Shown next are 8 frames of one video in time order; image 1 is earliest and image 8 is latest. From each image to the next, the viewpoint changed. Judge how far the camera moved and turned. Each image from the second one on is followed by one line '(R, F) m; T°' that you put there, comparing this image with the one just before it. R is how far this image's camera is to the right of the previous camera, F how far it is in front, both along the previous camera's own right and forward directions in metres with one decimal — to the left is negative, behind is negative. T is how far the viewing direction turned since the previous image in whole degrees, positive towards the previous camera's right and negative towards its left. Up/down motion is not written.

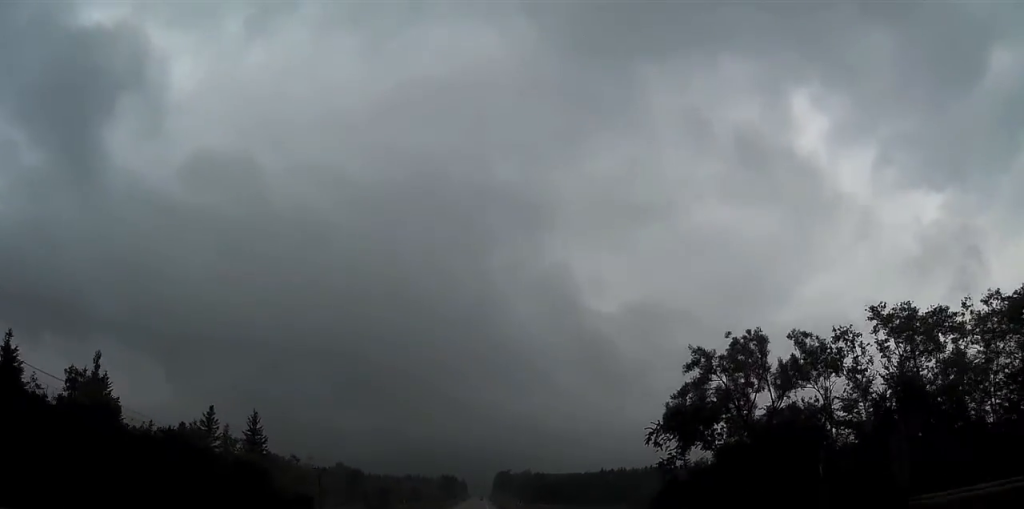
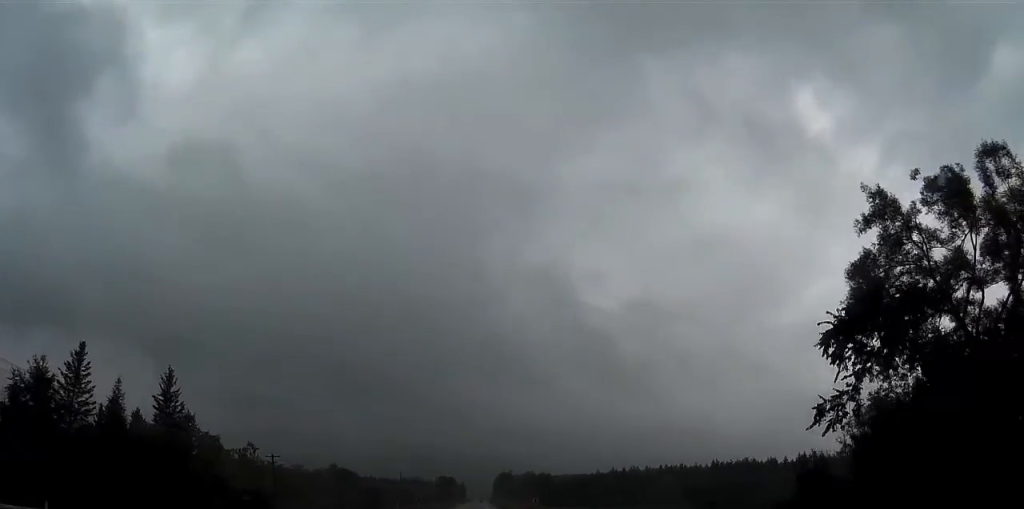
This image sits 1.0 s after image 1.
(+0.7, +25.6) m; +1°
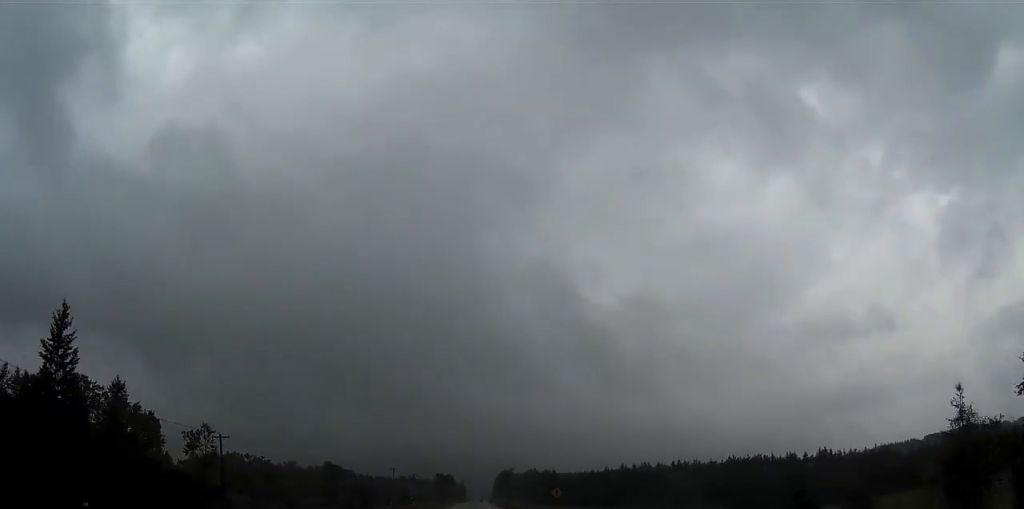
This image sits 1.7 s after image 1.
(-0.1, +18.7) m; 0°
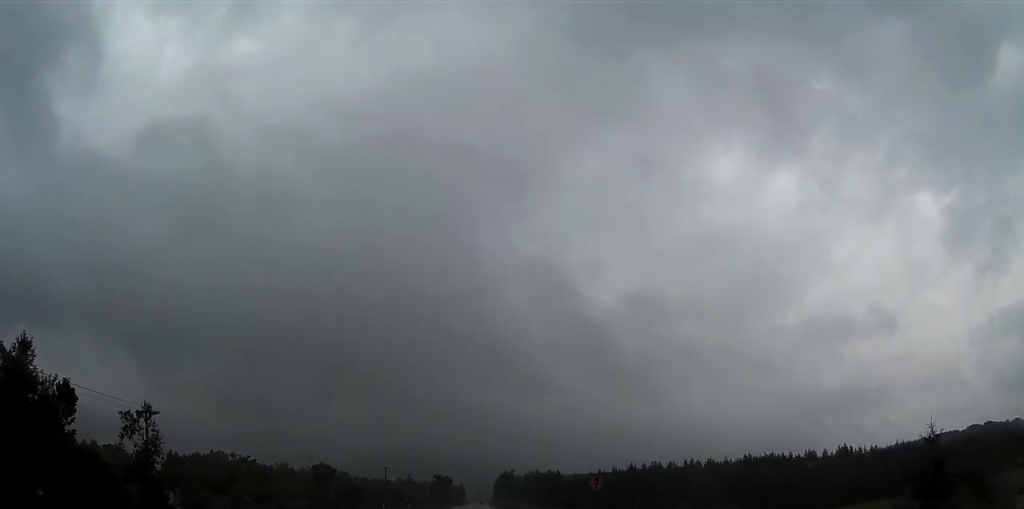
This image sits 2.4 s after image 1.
(0.0, +17.0) m; 0°
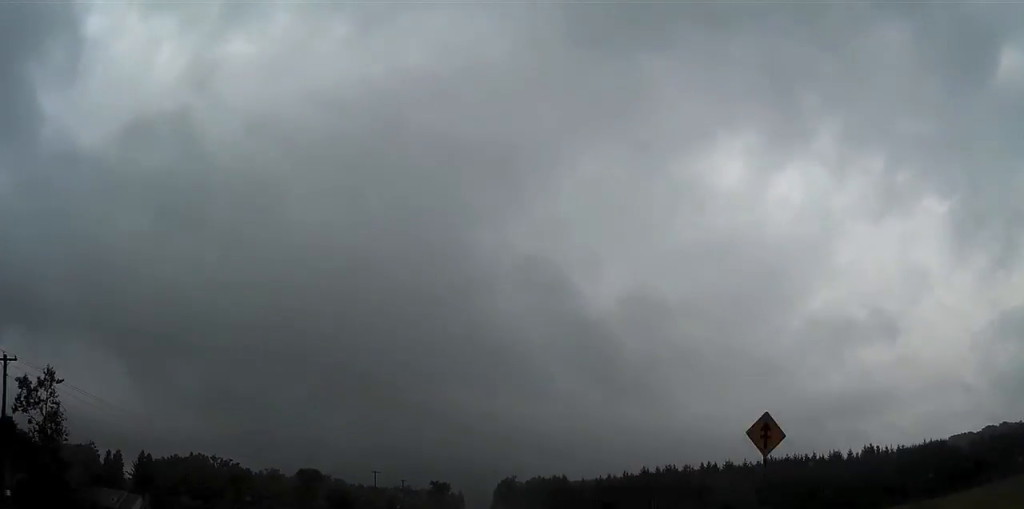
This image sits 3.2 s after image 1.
(0.0, +19.5) m; 0°
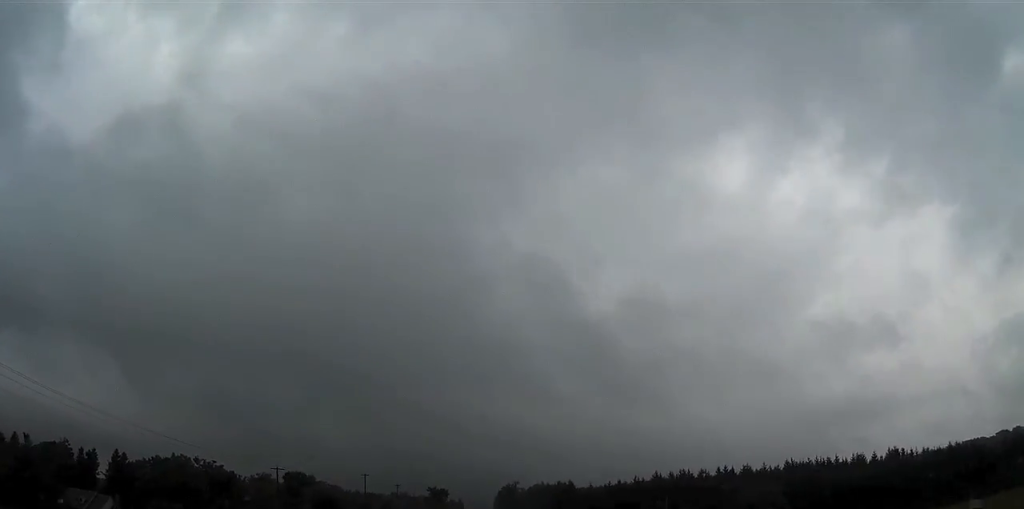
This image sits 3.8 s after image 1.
(-0.1, +16.1) m; 0°
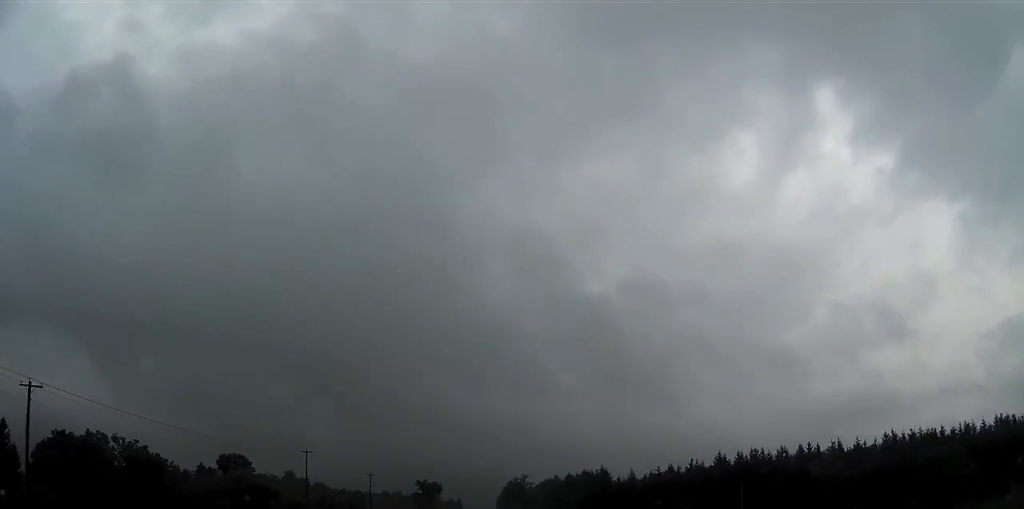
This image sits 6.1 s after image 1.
(+0.2, +57.5) m; 0°
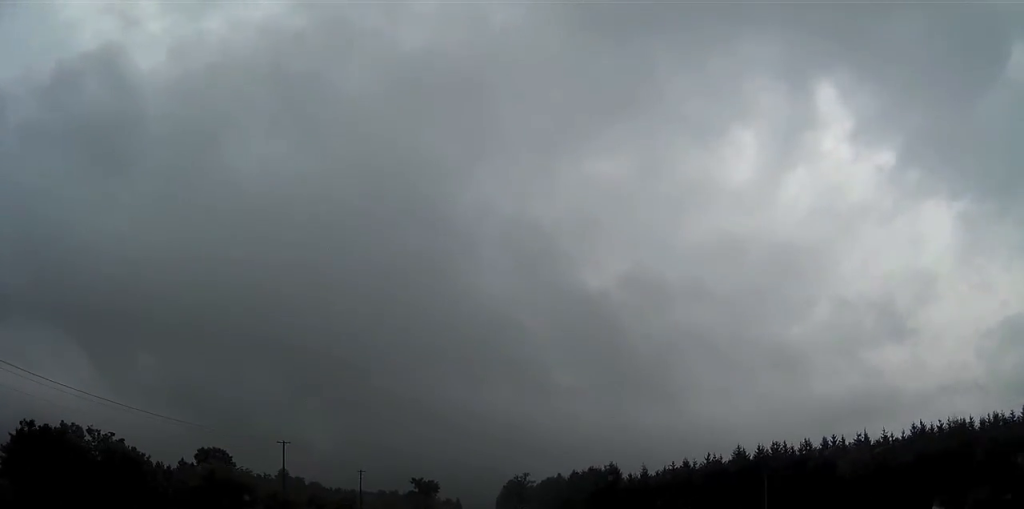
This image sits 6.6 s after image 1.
(0.0, +12.7) m; 0°
